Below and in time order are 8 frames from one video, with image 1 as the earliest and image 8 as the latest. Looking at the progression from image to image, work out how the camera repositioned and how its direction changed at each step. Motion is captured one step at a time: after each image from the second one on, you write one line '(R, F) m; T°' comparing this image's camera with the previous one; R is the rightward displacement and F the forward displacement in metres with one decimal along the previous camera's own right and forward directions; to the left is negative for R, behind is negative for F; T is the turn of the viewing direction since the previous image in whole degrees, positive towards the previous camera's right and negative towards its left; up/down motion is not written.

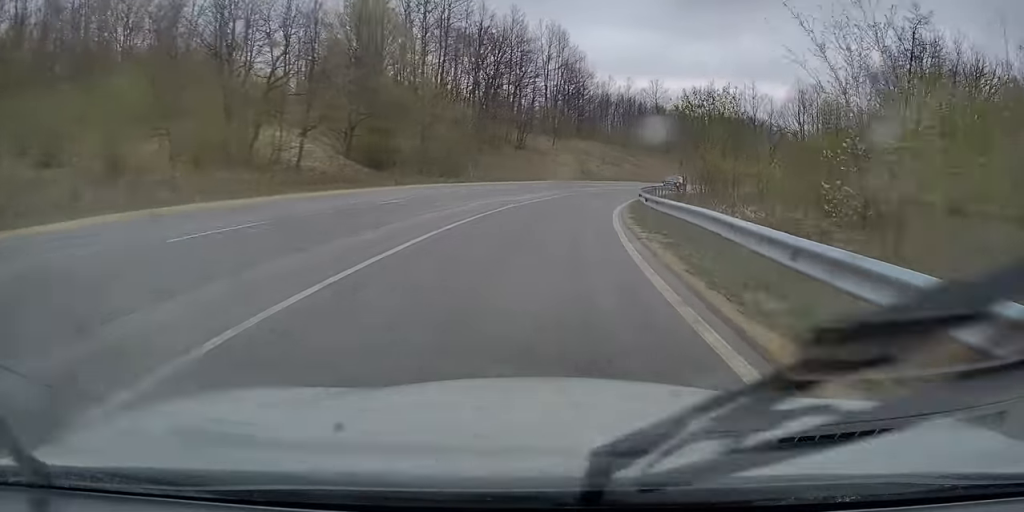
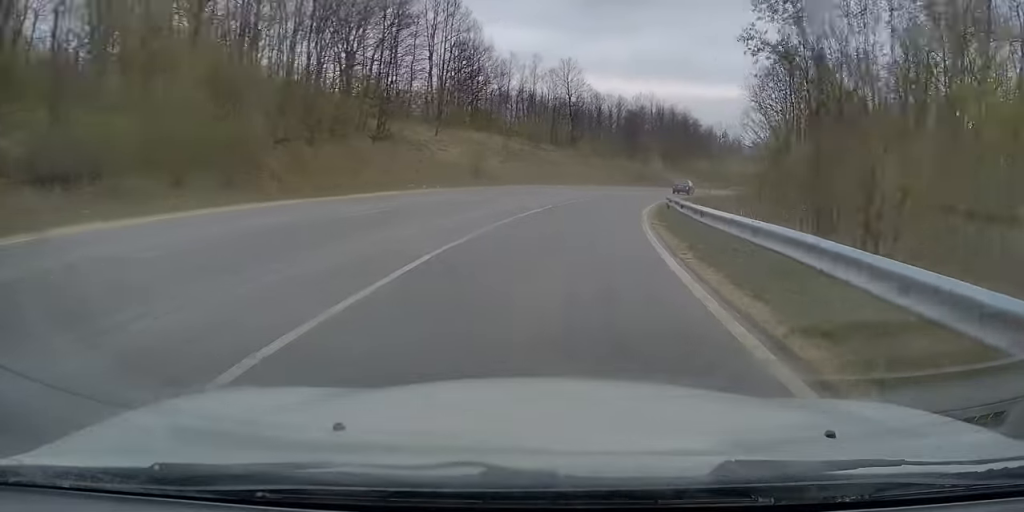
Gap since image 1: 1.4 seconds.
(+2.2, +26.1) m; +9°
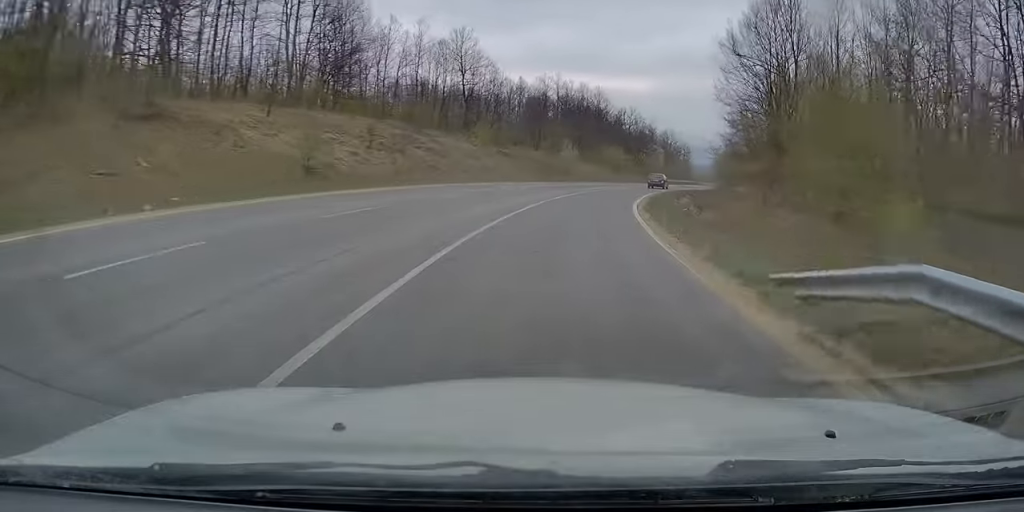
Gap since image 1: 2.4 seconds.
(+1.4, +20.3) m; +8°
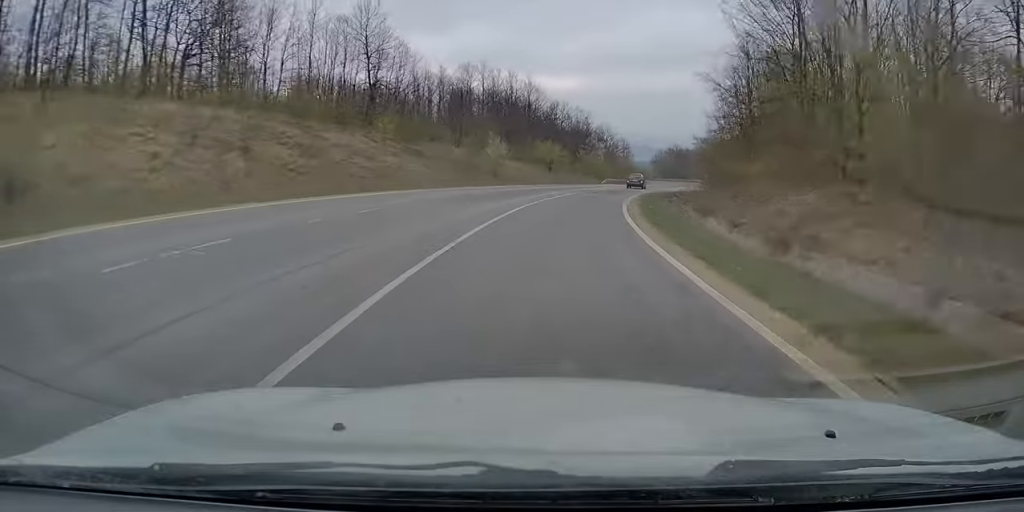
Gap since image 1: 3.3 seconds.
(+1.0, +16.4) m; +6°
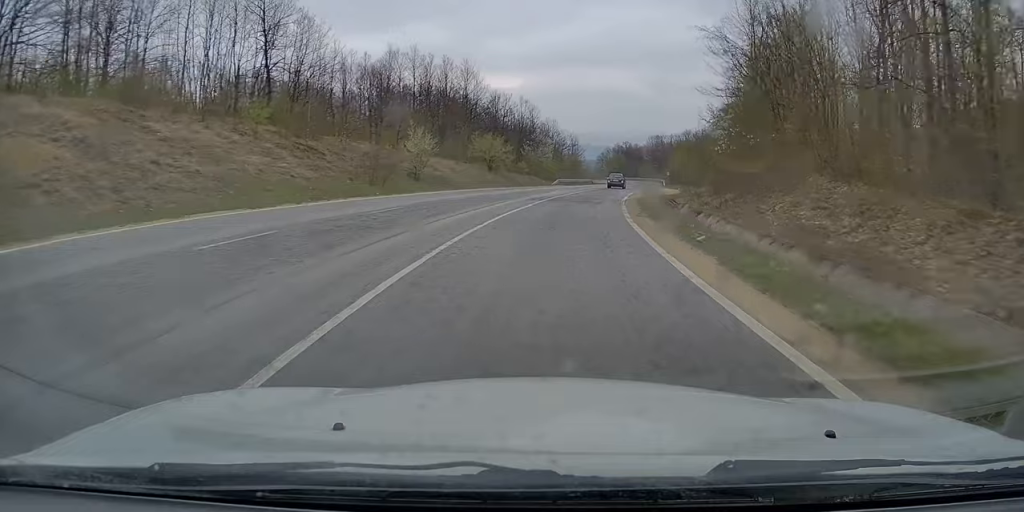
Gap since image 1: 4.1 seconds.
(+0.8, +15.8) m; +5°
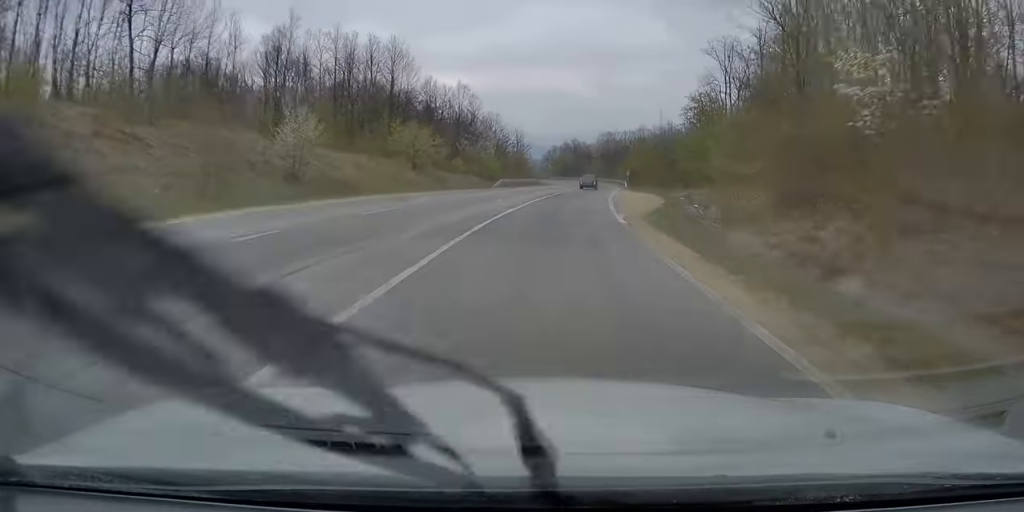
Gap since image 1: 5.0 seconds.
(+0.4, +15.8) m; +4°
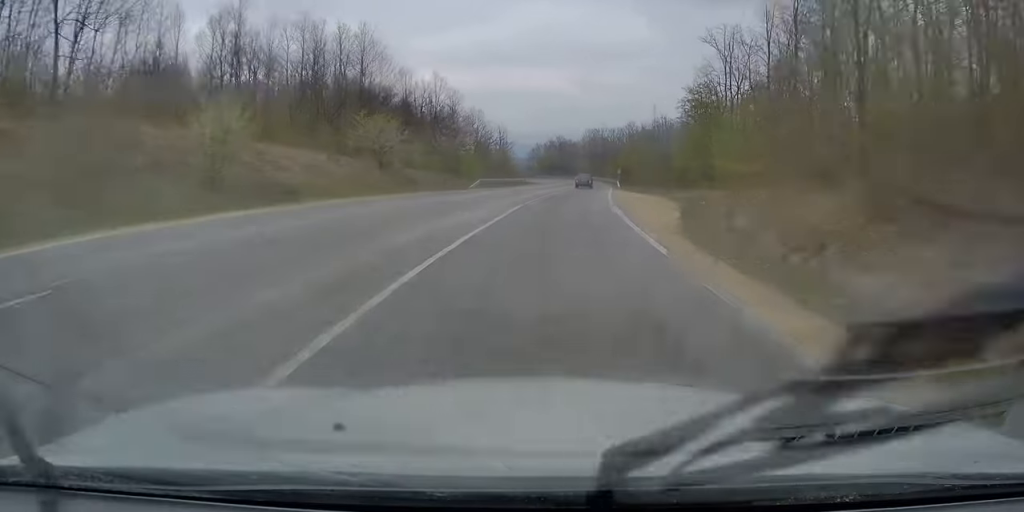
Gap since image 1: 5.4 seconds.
(+0.3, +7.6) m; +2°
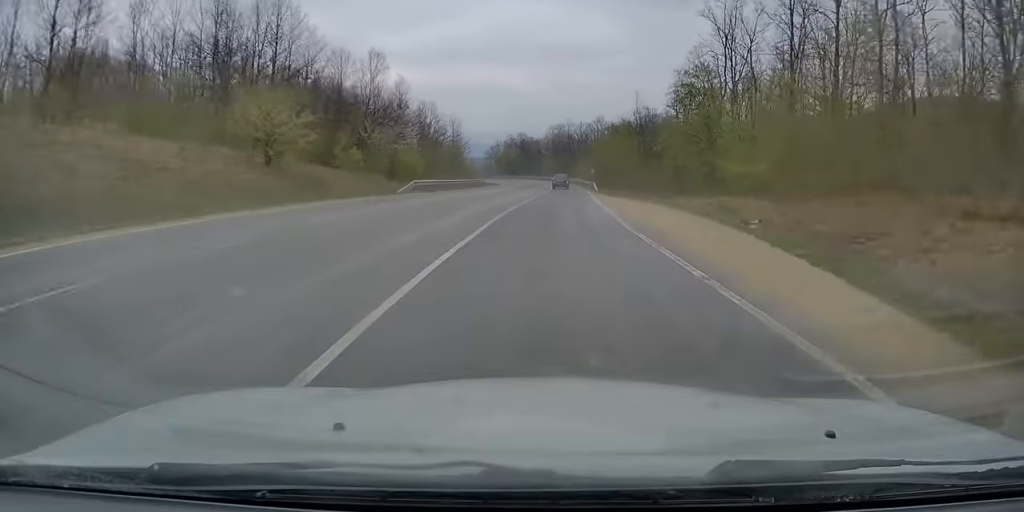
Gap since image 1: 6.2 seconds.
(+0.6, +16.0) m; +3°
